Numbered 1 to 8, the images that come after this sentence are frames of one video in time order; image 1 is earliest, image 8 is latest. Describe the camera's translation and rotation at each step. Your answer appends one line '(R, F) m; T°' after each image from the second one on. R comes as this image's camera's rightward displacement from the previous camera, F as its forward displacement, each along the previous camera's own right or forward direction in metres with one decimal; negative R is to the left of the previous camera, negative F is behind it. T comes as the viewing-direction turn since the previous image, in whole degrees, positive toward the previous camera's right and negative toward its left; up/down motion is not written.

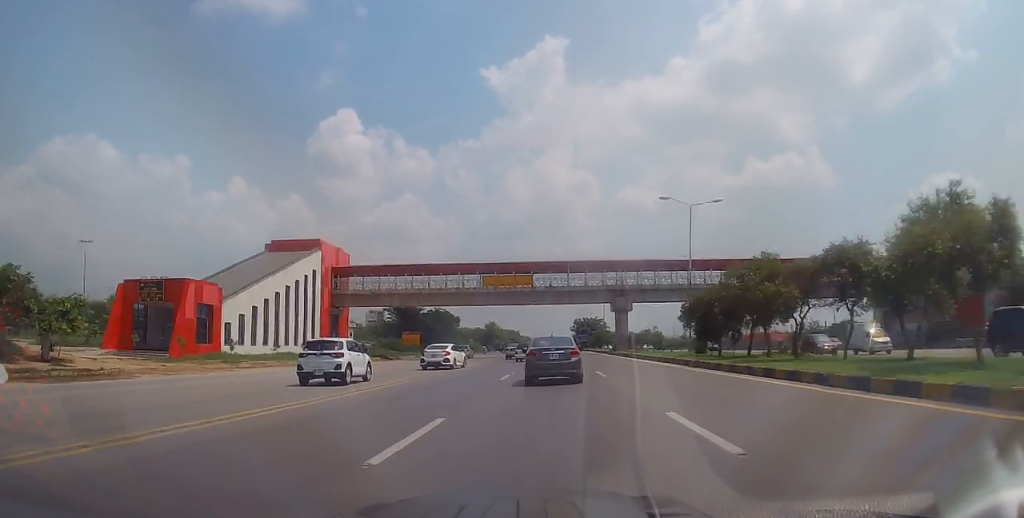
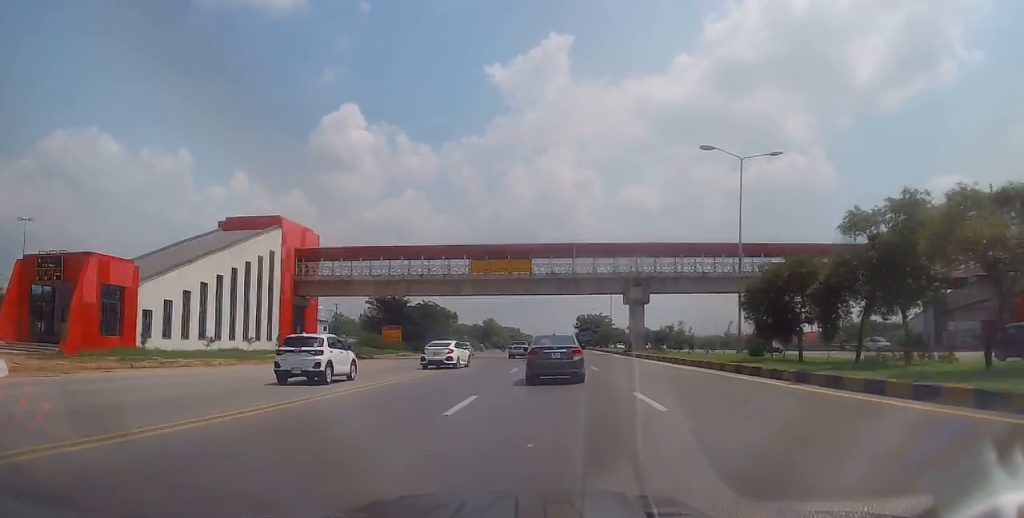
(+0.1, +11.4) m; 0°
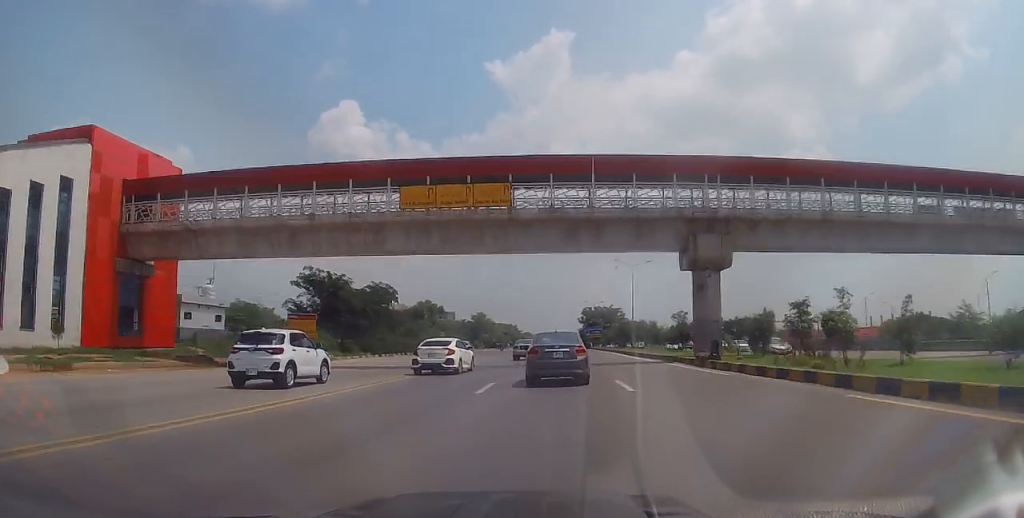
(-0.1, +28.3) m; +1°
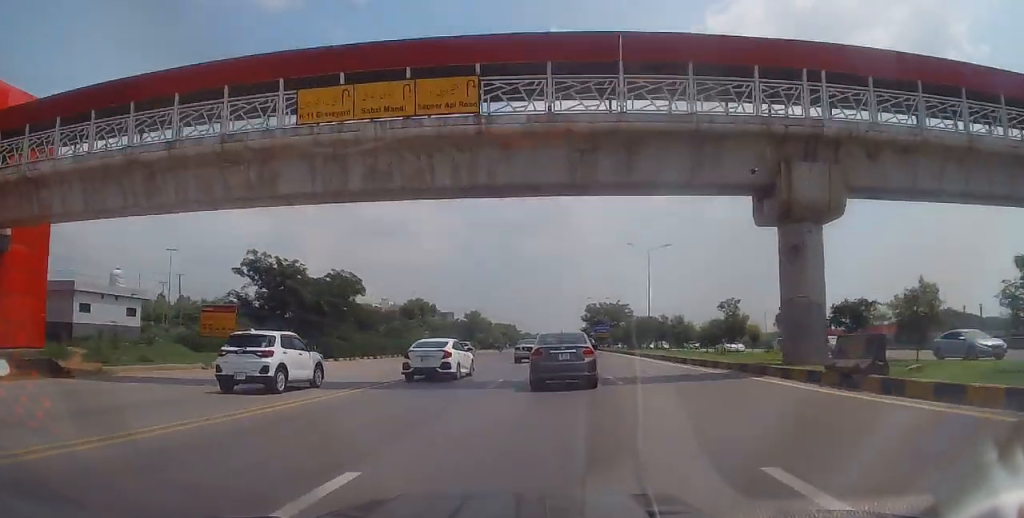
(0.0, +13.3) m; 0°
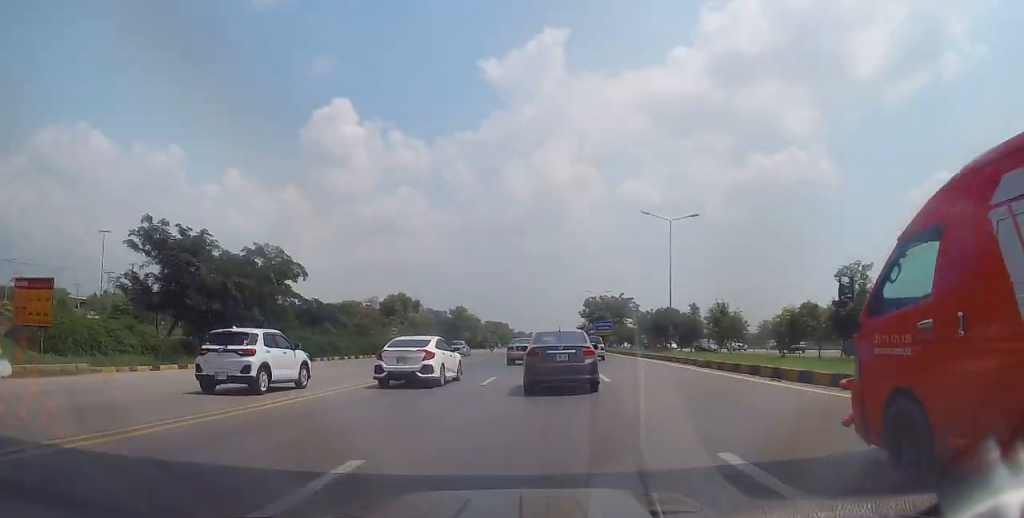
(-0.1, +14.9) m; 0°
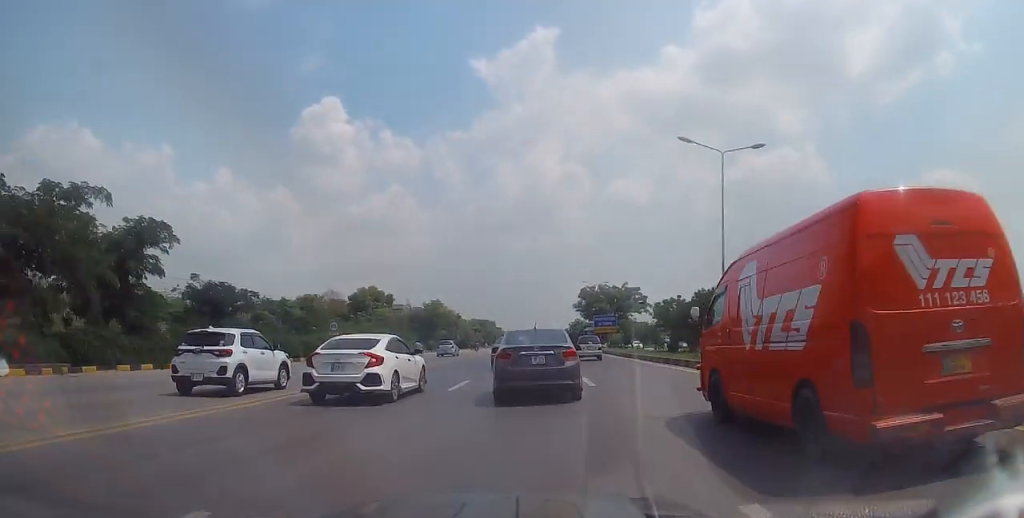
(+0.1, +17.5) m; 0°
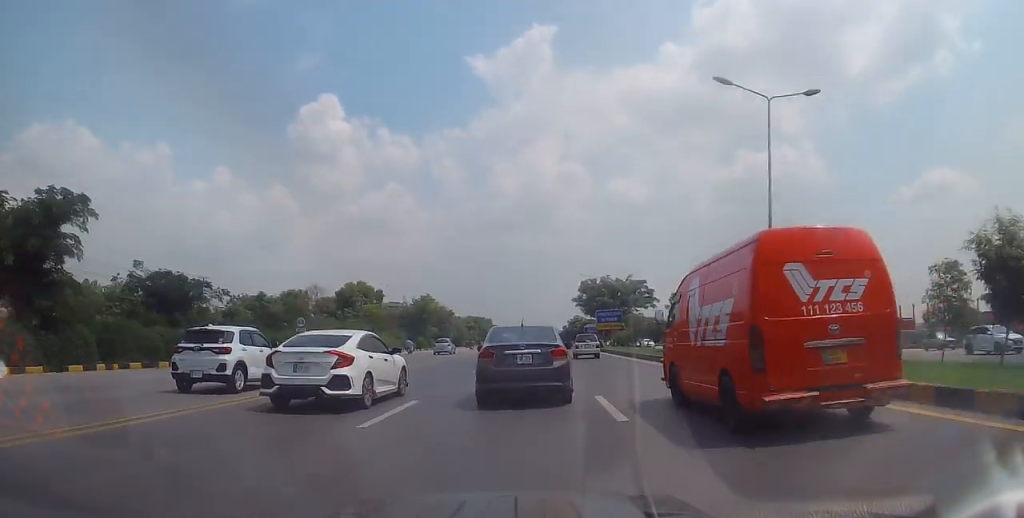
(-0.1, +7.1) m; 0°
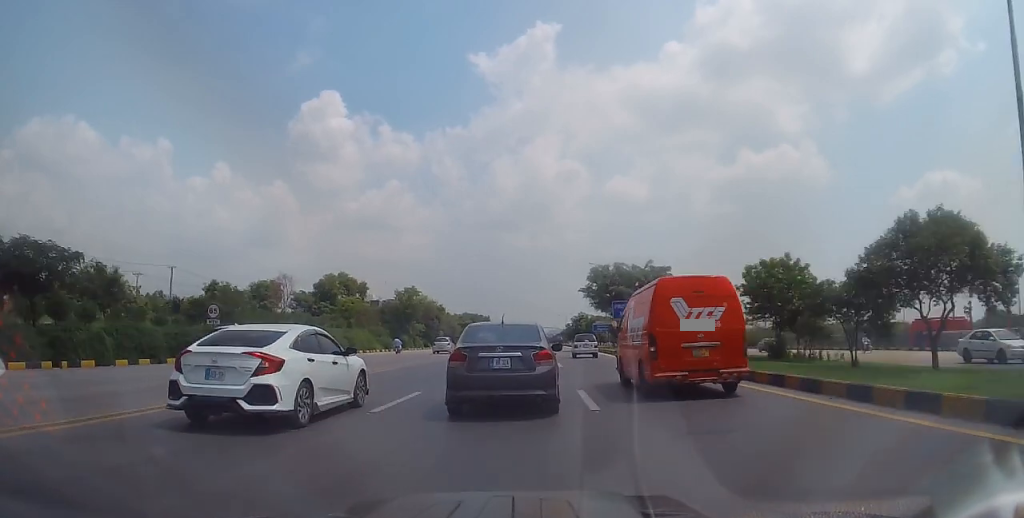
(+0.1, +13.8) m; 0°
